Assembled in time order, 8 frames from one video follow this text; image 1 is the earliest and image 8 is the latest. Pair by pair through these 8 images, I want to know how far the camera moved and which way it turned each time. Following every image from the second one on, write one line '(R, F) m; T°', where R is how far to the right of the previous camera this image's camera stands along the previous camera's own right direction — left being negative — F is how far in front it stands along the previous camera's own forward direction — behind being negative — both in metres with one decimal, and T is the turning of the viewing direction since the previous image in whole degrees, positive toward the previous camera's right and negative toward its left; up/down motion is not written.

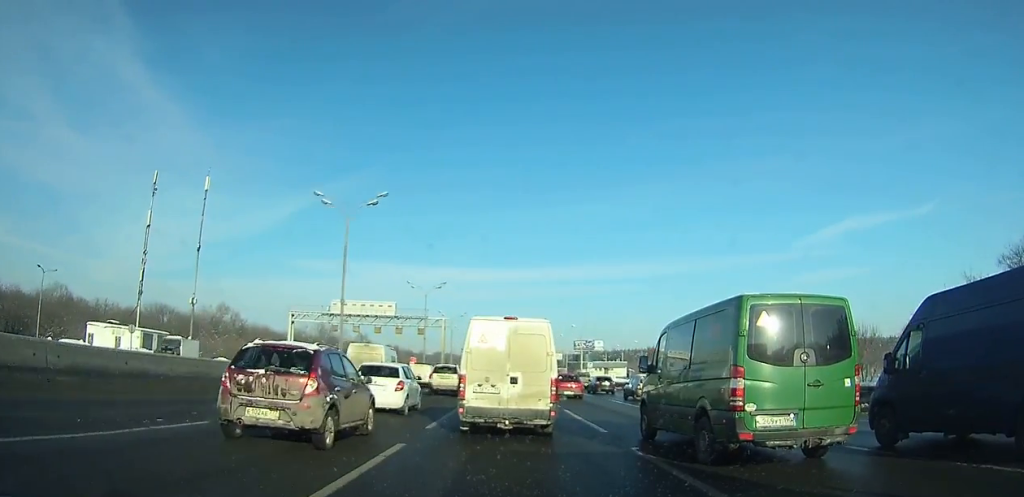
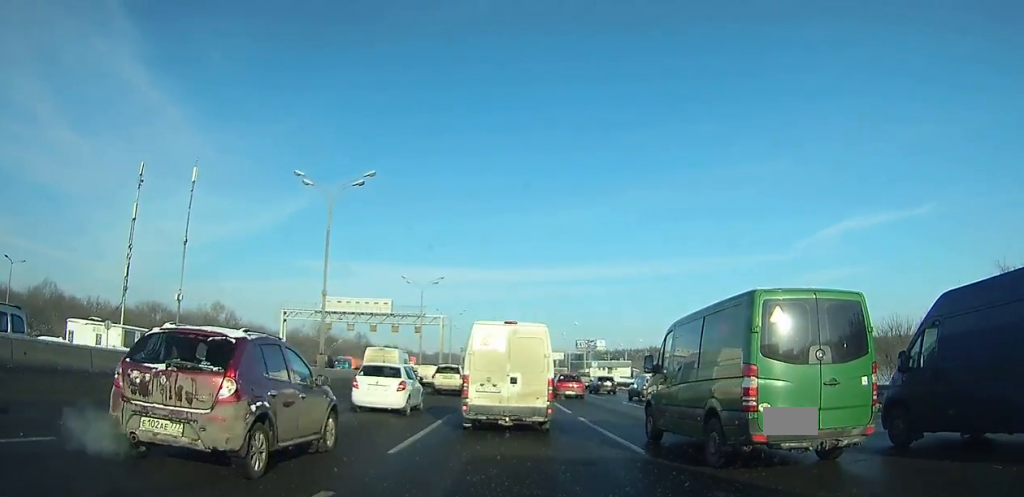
(0.0, +4.8) m; 0°
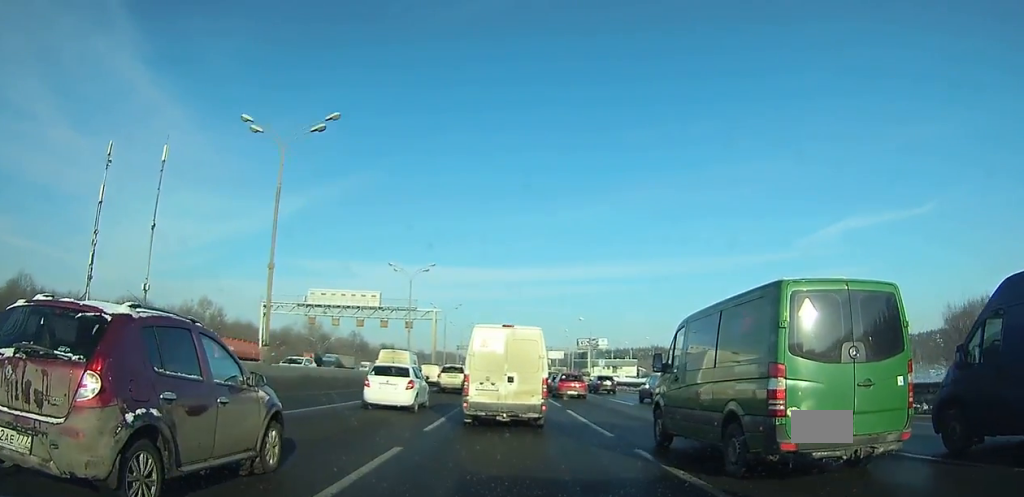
(0.0, +8.4) m; 0°
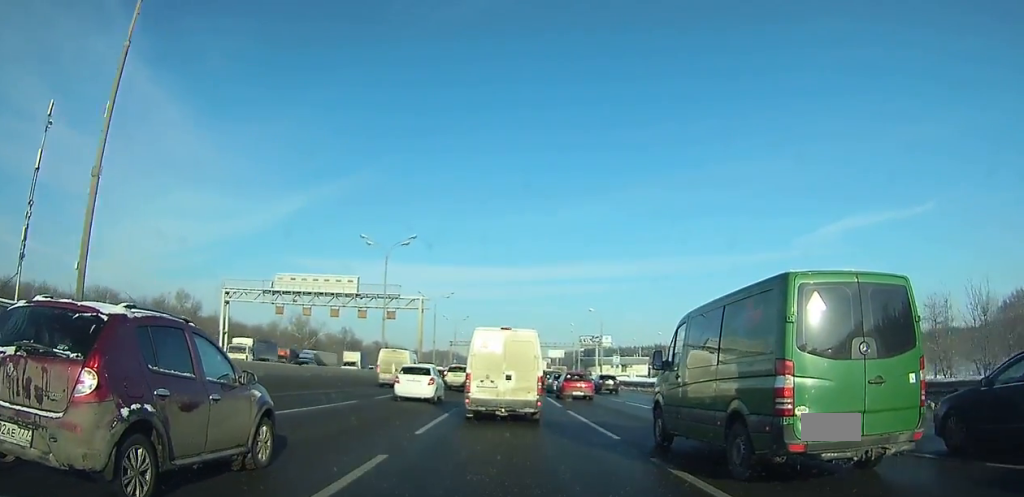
(+0.1, +12.0) m; +1°
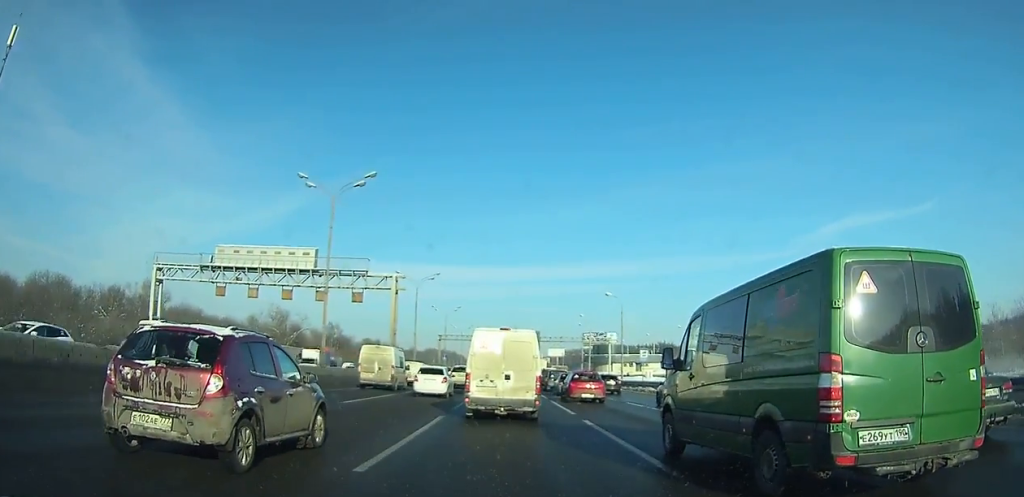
(+0.1, +15.0) m; 0°
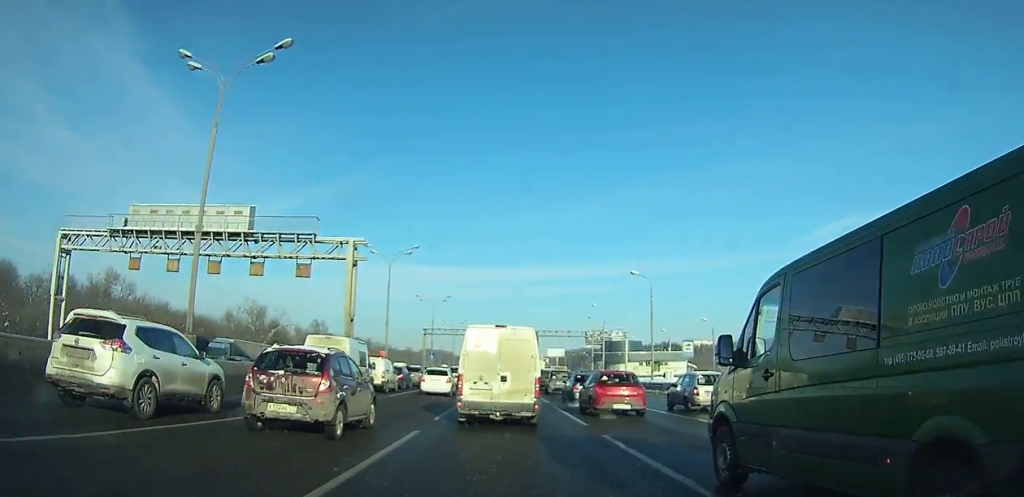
(0.0, +15.1) m; 0°
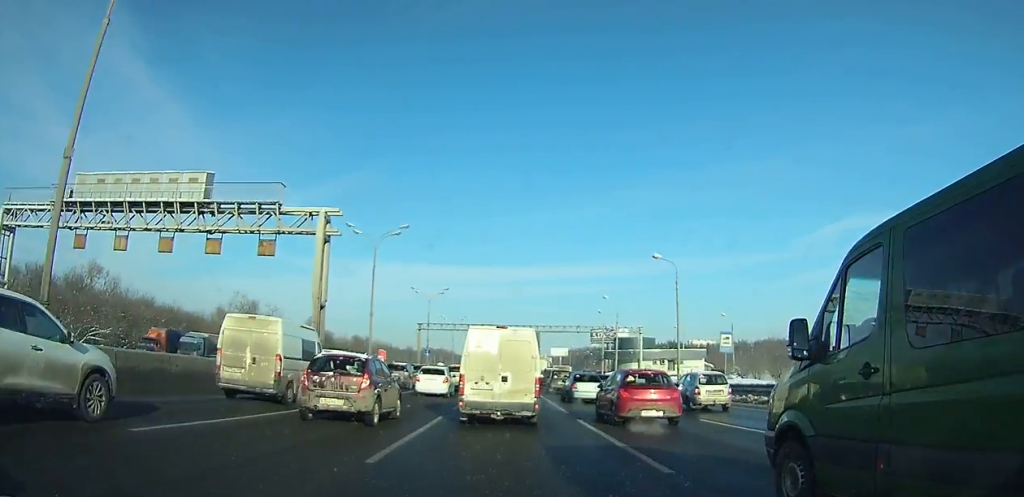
(0.0, +8.5) m; 0°
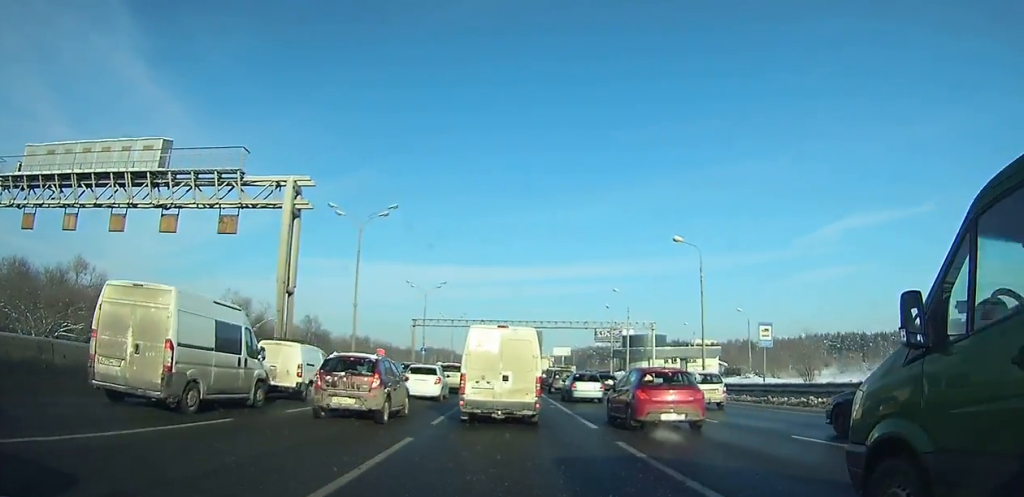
(0.0, +6.5) m; 0°
